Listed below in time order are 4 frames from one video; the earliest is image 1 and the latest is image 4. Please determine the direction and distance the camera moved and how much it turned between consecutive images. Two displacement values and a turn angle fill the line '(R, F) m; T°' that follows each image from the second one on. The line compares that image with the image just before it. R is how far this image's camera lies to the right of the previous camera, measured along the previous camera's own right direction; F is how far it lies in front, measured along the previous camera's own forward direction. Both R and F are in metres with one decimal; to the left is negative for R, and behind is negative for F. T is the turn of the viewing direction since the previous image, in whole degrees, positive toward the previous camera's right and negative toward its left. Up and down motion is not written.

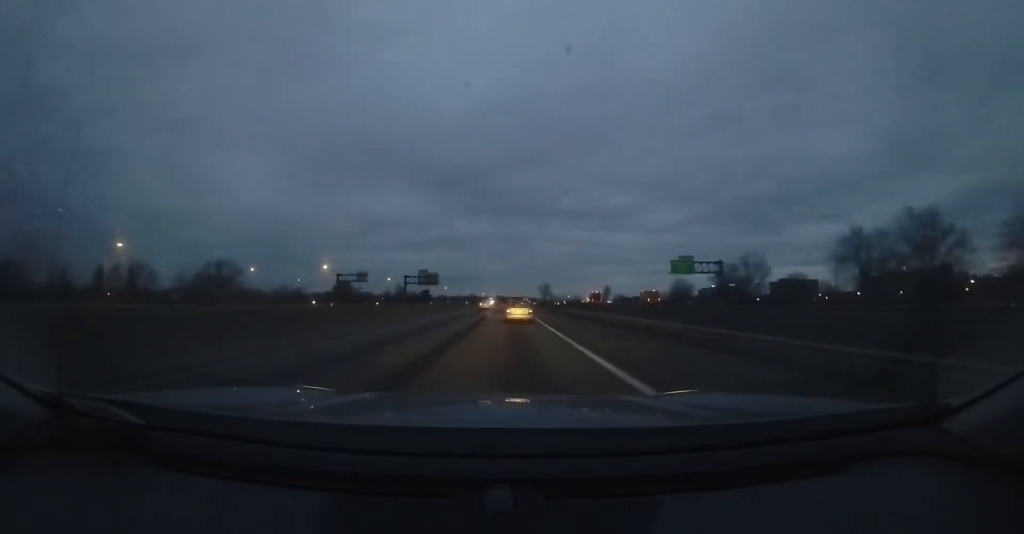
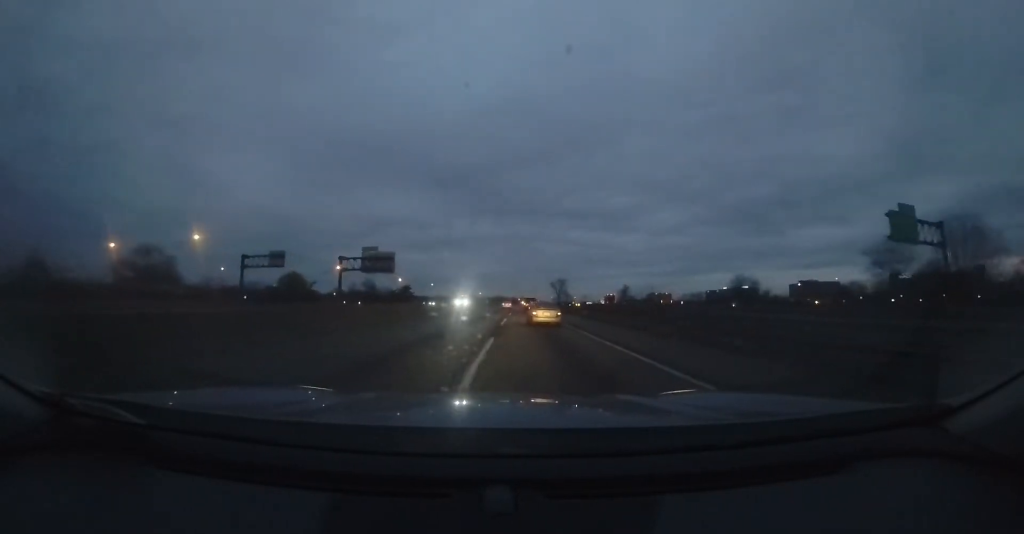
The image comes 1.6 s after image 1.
(0.0, +38.8) m; 0°
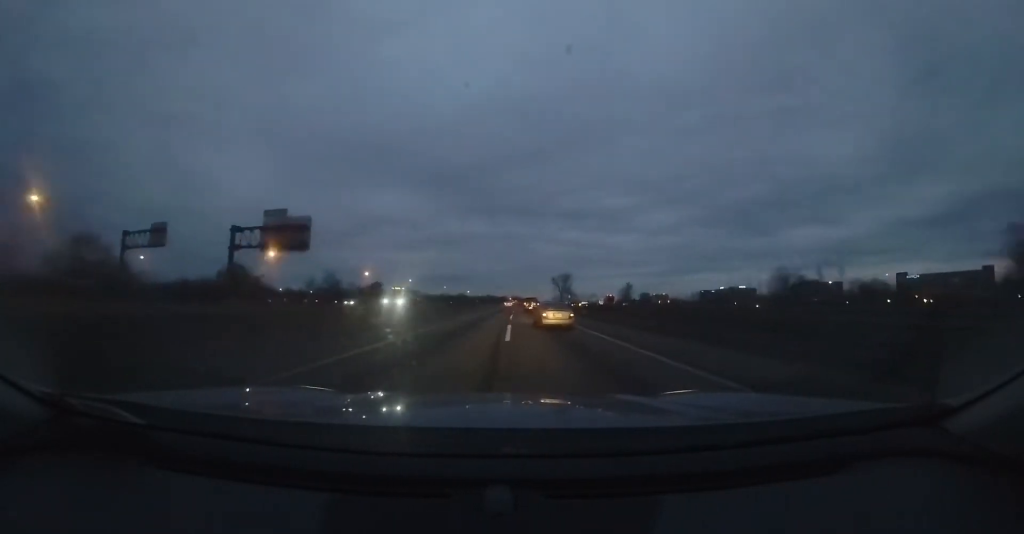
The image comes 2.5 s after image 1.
(0.0, +22.3) m; 0°
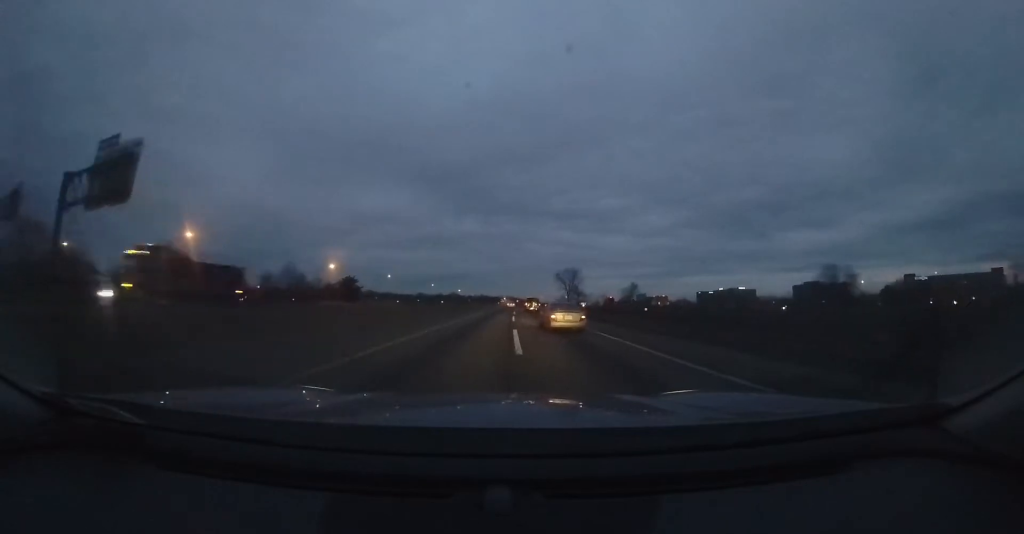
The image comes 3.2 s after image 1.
(0.0, +17.6) m; +1°
